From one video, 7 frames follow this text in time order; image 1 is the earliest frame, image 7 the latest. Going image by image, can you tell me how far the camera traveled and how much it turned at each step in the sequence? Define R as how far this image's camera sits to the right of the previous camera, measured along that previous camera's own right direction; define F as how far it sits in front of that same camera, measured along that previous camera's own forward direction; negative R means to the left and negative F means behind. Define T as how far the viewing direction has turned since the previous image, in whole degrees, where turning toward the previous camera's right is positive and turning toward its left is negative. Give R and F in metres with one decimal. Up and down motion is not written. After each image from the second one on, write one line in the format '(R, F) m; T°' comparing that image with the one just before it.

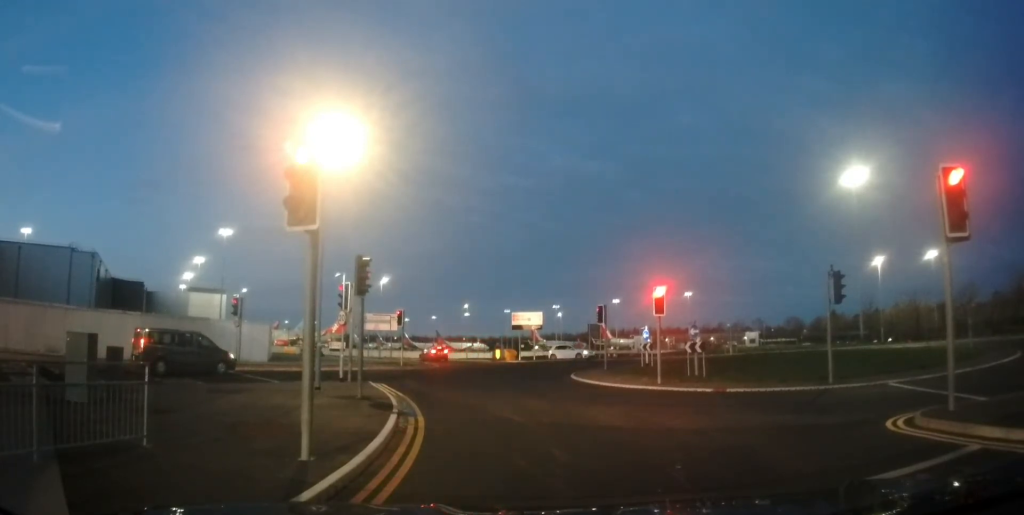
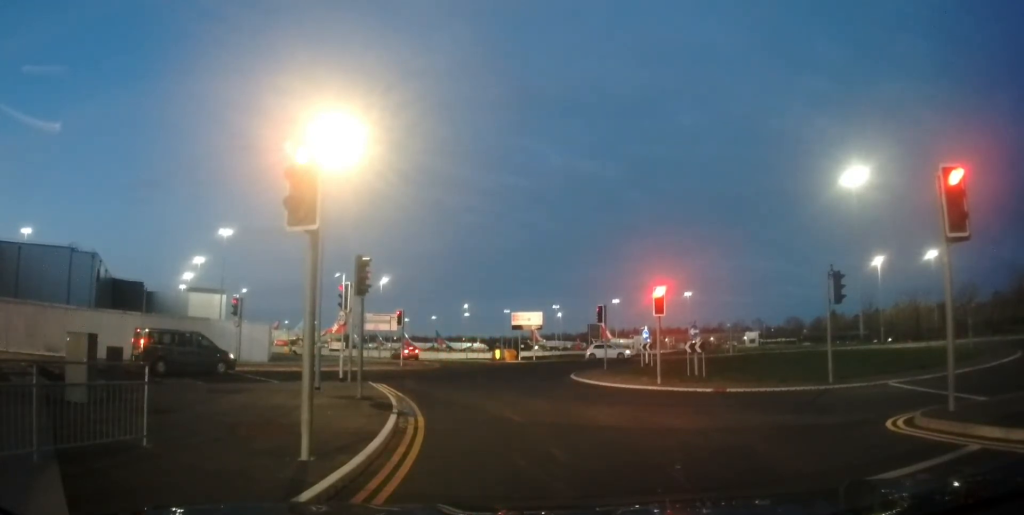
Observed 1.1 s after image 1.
(0.0, 0.0) m; 0°
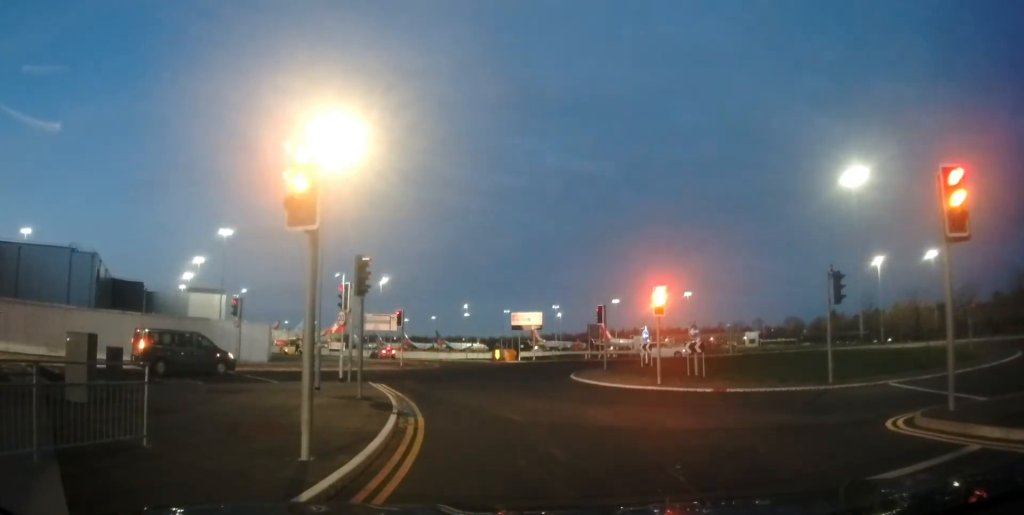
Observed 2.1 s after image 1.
(0.0, 0.0) m; 0°
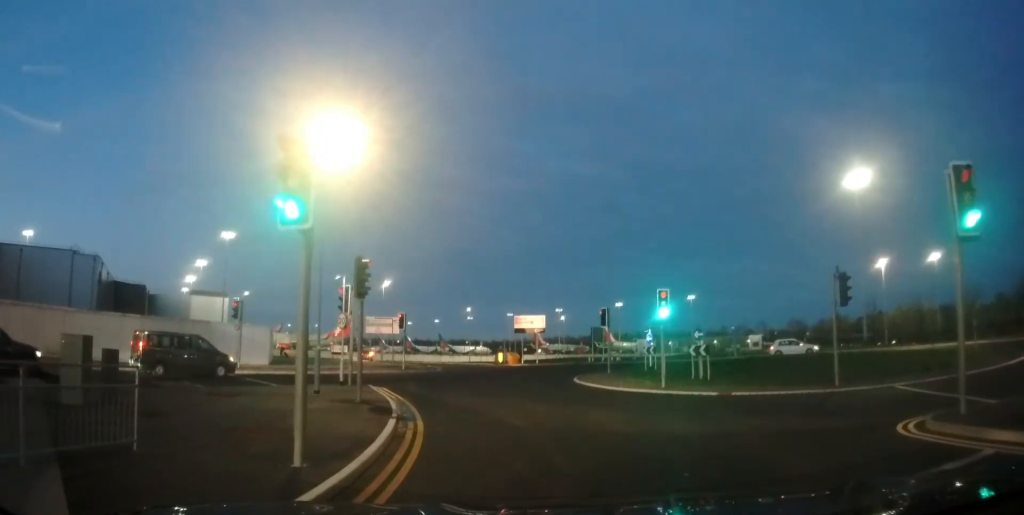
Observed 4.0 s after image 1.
(-0.1, +0.2) m; 0°
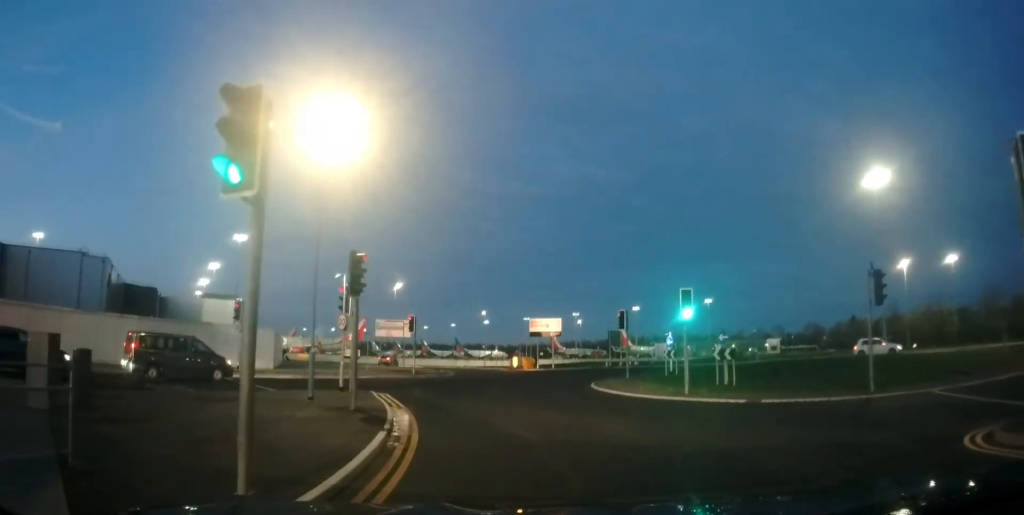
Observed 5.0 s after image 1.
(-0.3, +1.0) m; 0°
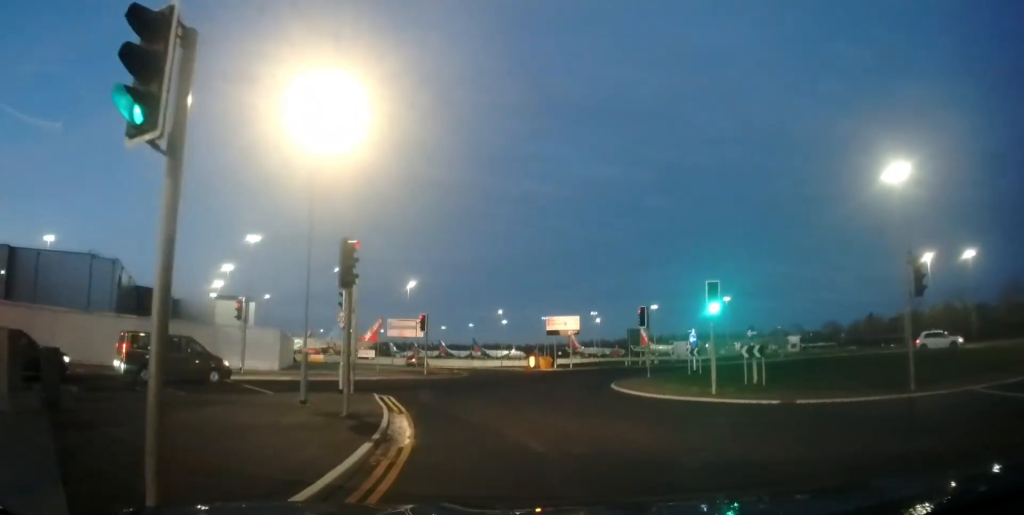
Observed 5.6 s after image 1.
(-0.3, +1.1) m; 0°
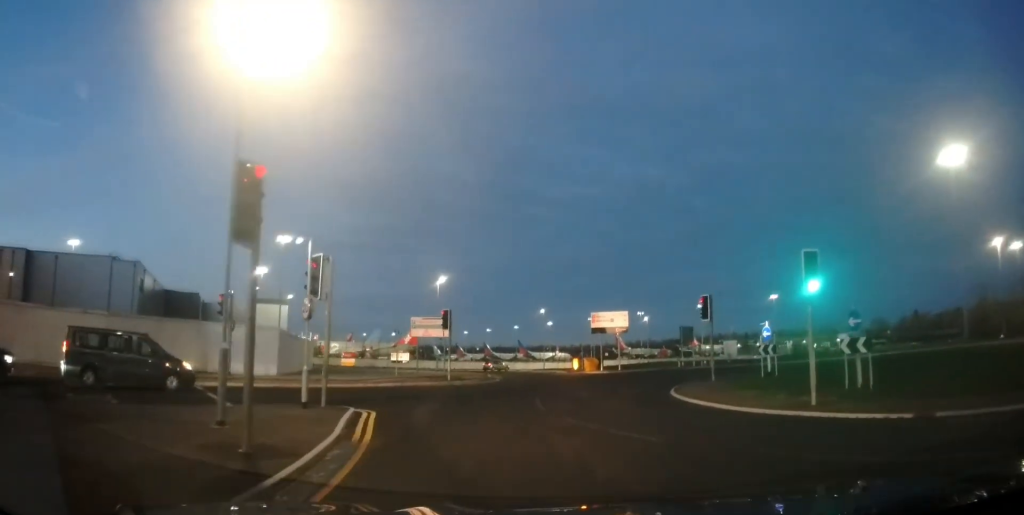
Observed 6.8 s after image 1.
(+0.4, +4.6) m; -1°
